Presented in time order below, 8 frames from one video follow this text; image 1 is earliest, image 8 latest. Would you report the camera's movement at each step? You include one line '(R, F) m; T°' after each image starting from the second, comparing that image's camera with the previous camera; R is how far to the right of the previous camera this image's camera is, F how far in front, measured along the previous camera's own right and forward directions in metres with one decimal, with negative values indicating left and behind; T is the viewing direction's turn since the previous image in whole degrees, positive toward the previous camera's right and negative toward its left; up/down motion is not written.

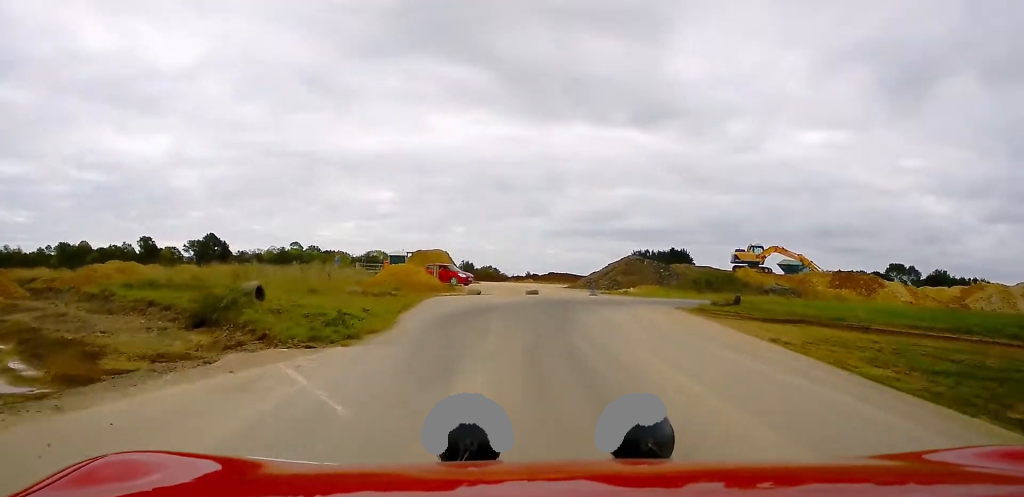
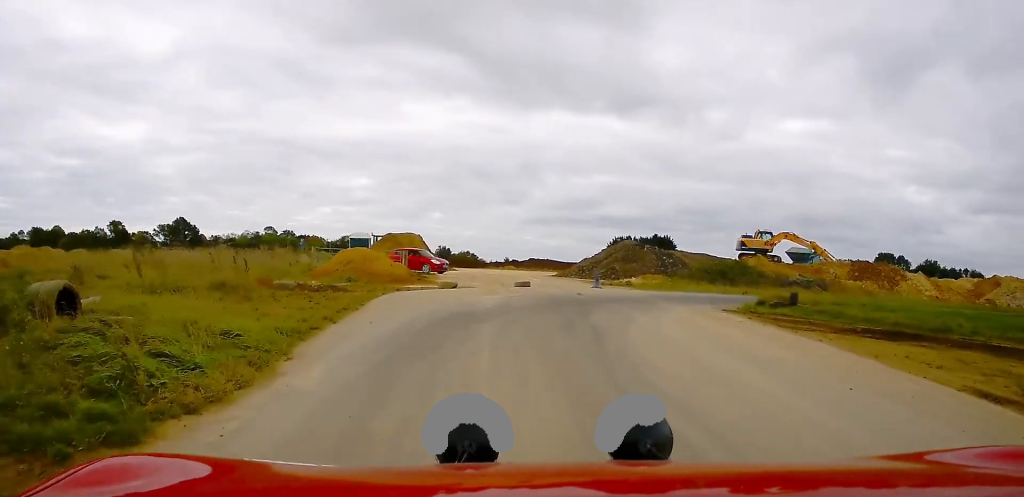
(-0.1, +7.2) m; +1°
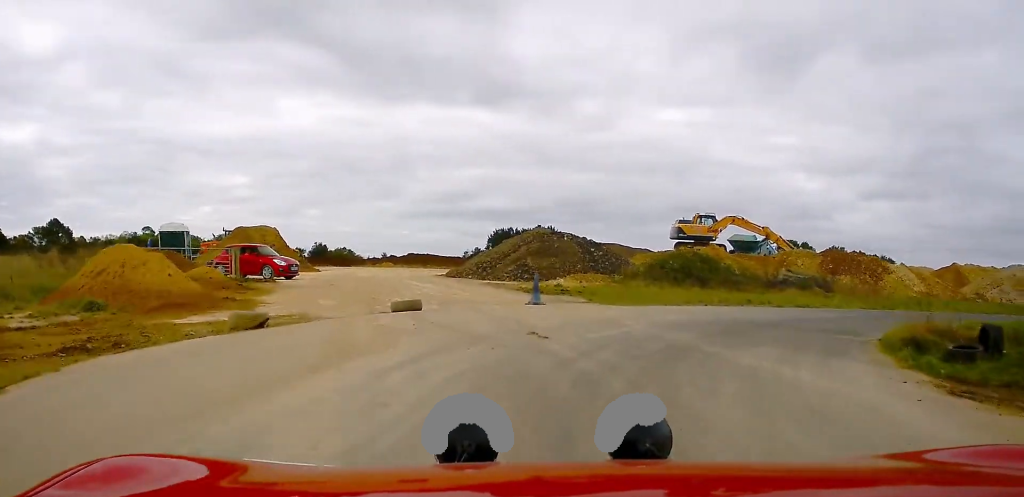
(+0.7, +14.0) m; +14°
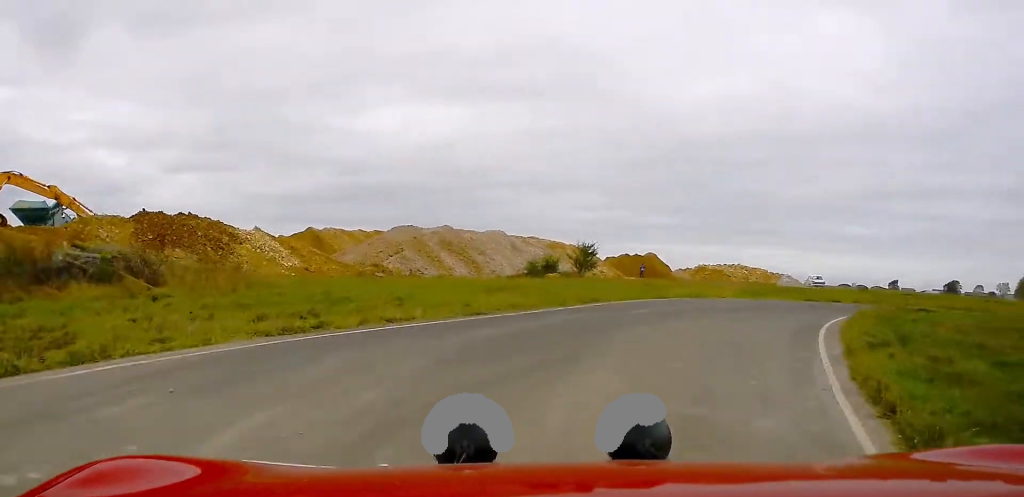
(+7.1, +16.9) m; +42°
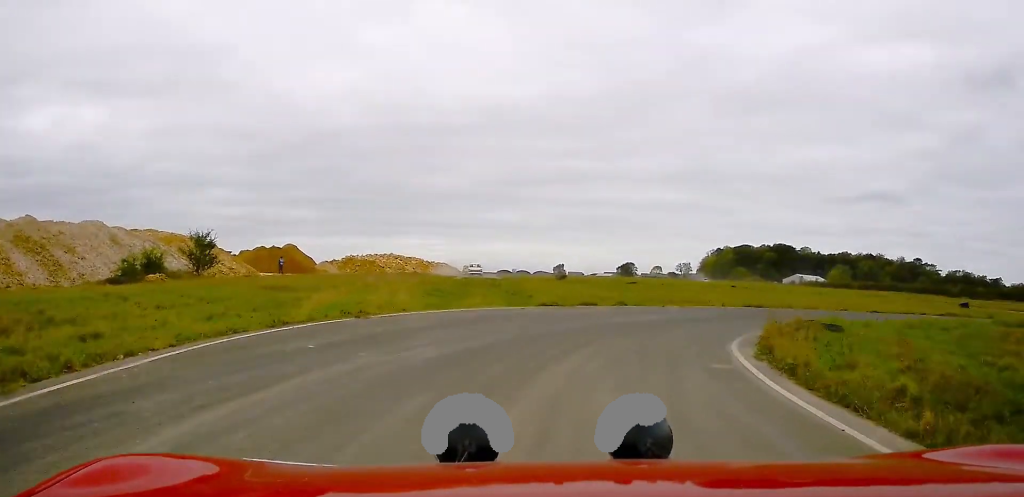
(+4.0, +14.4) m; +29°
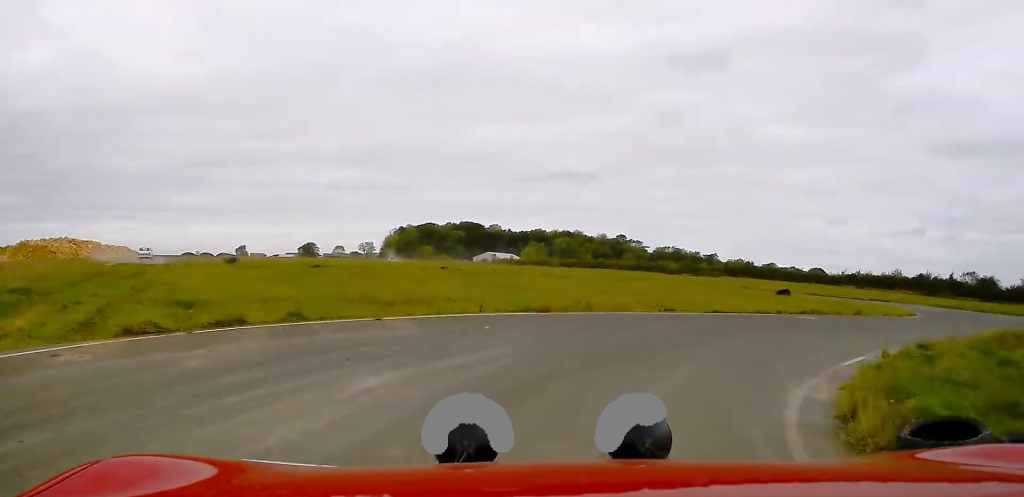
(+2.0, +11.2) m; +23°
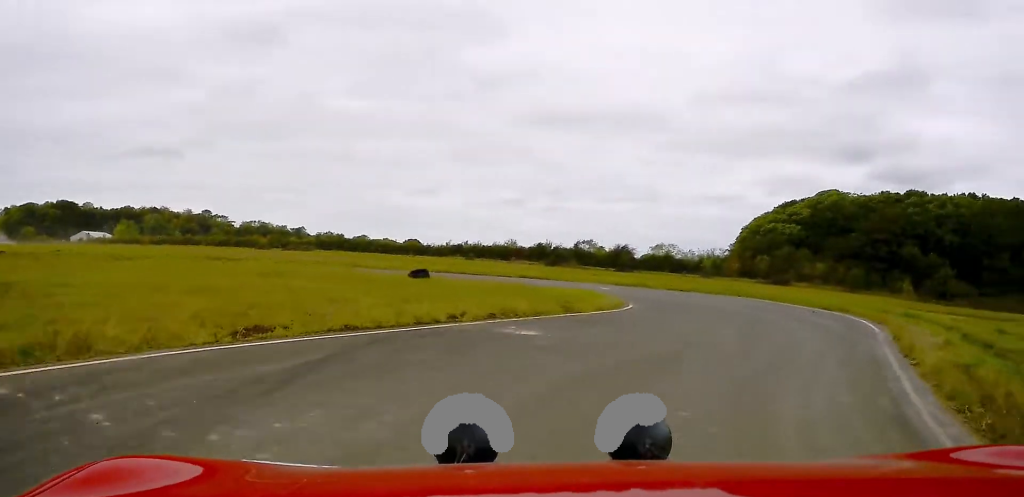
(+1.3, +9.4) m; +20°
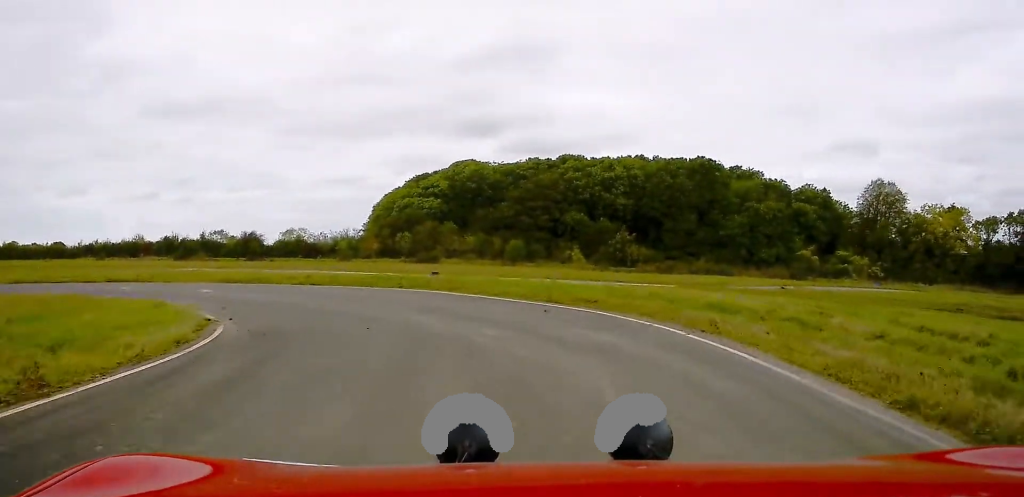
(+2.7, +10.3) m; +17°
